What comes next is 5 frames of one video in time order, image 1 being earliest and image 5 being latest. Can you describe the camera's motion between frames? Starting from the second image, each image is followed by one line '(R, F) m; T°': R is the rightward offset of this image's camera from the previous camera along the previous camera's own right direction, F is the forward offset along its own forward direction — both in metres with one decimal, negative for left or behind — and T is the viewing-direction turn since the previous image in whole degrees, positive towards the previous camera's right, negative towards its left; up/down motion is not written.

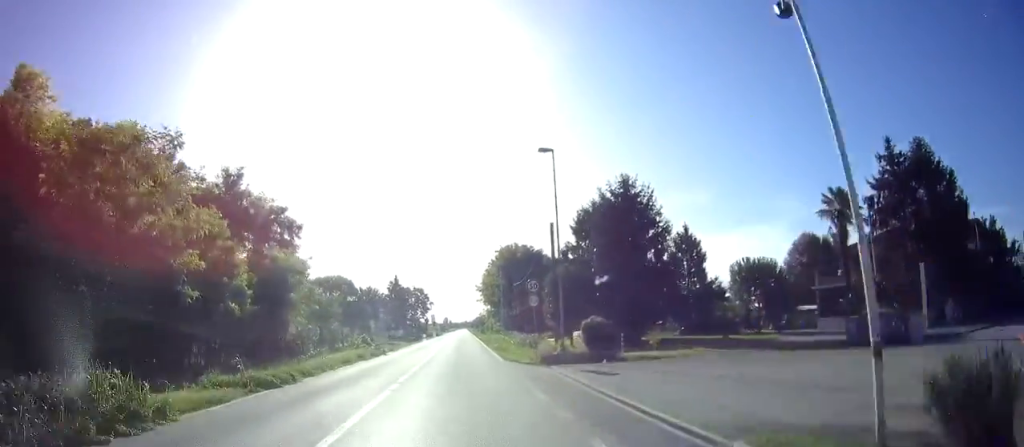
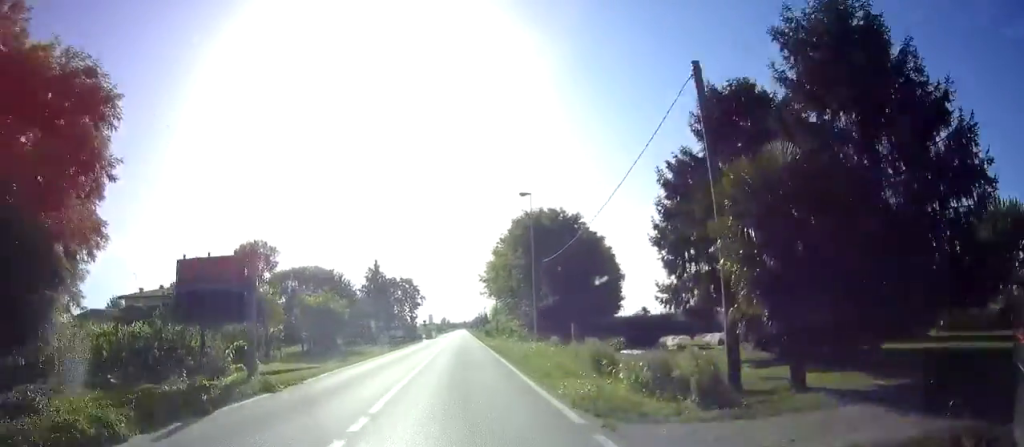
(-0.2, +24.4) m; 0°
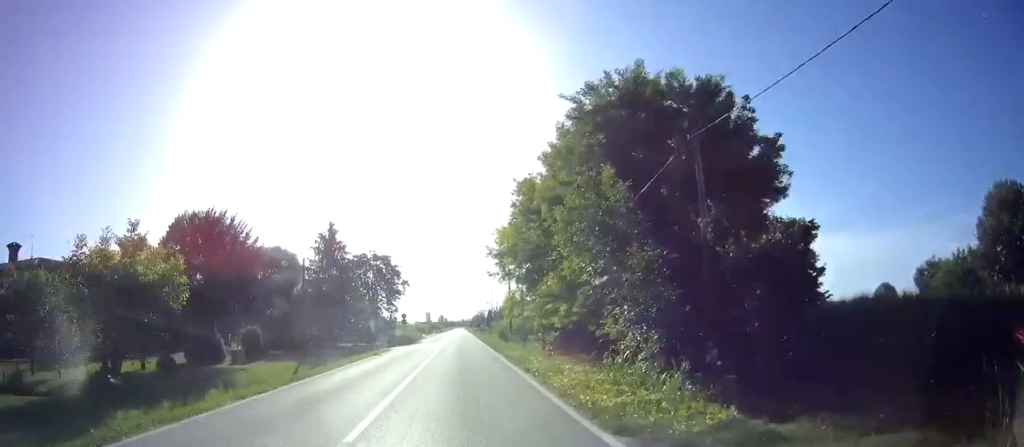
(+0.3, +28.8) m; 0°
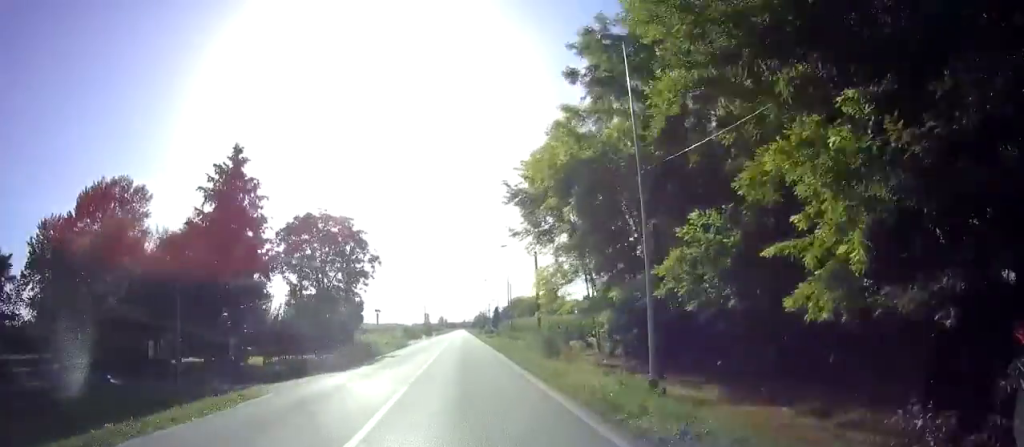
(-0.2, +25.4) m; 0°
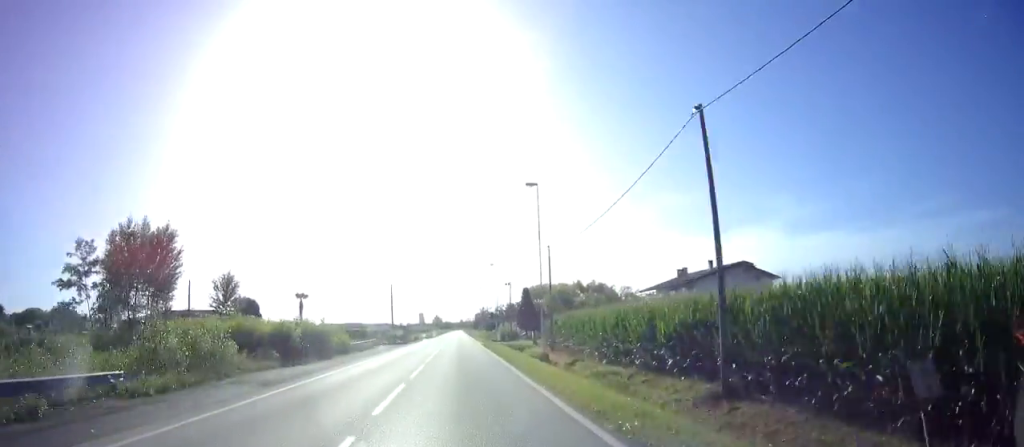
(+0.5, +57.6) m; 0°
